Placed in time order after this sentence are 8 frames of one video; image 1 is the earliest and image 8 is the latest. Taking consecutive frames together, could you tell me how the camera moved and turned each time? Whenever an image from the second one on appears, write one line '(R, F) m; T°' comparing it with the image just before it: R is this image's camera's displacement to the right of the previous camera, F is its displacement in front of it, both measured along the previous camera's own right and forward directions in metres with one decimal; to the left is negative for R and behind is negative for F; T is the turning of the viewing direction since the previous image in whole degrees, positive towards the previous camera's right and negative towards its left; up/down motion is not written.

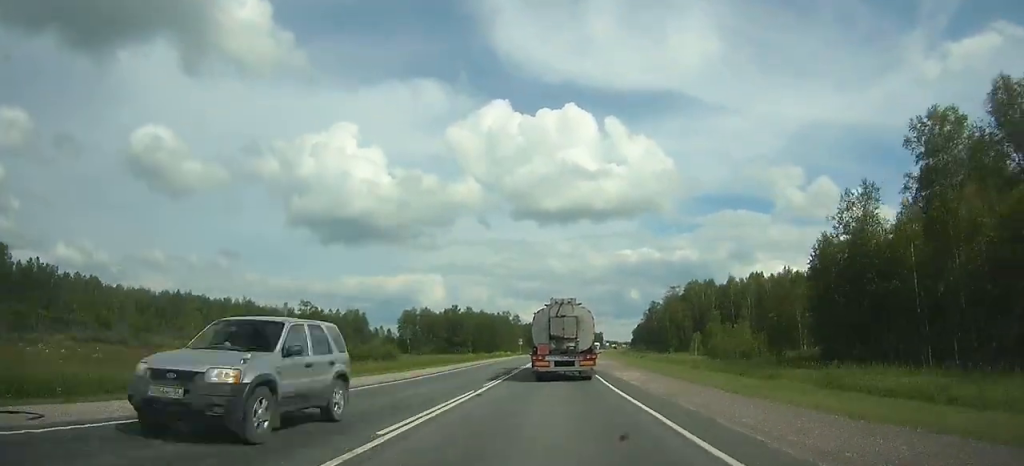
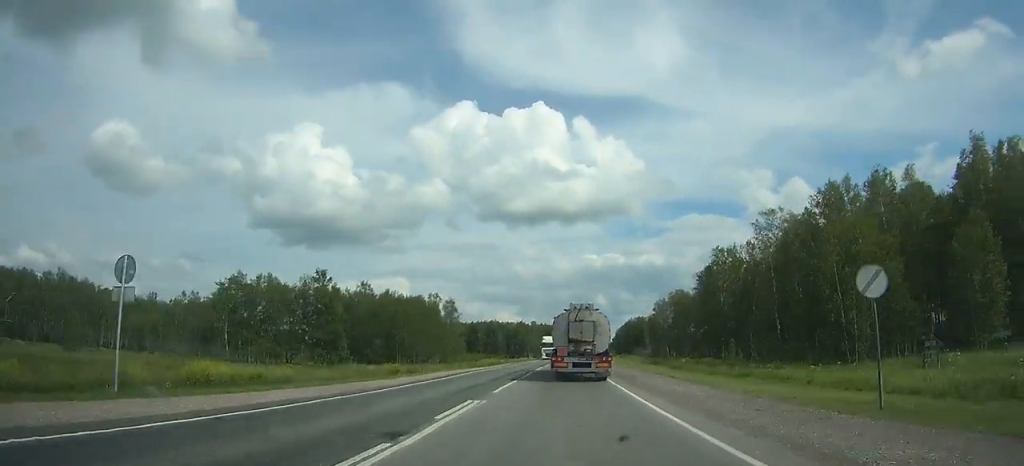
(+3.8, +109.4) m; +3°
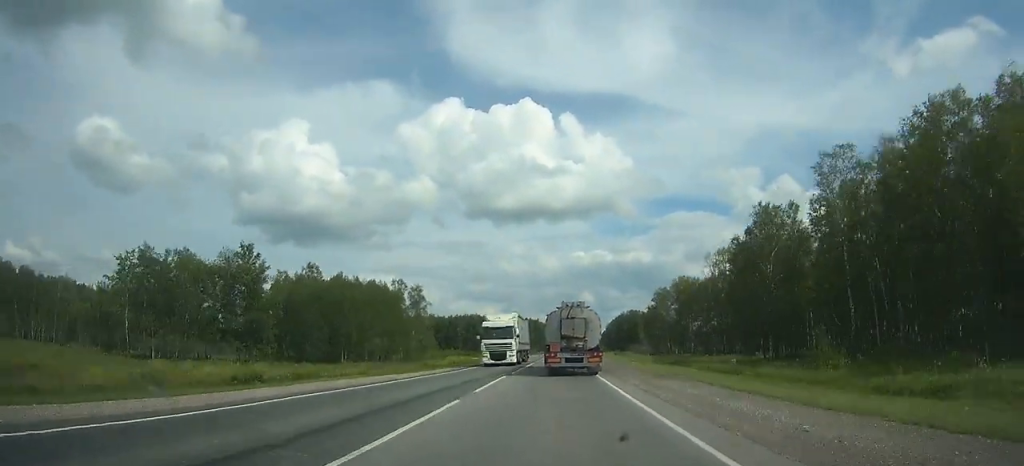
(0.0, +25.4) m; 0°
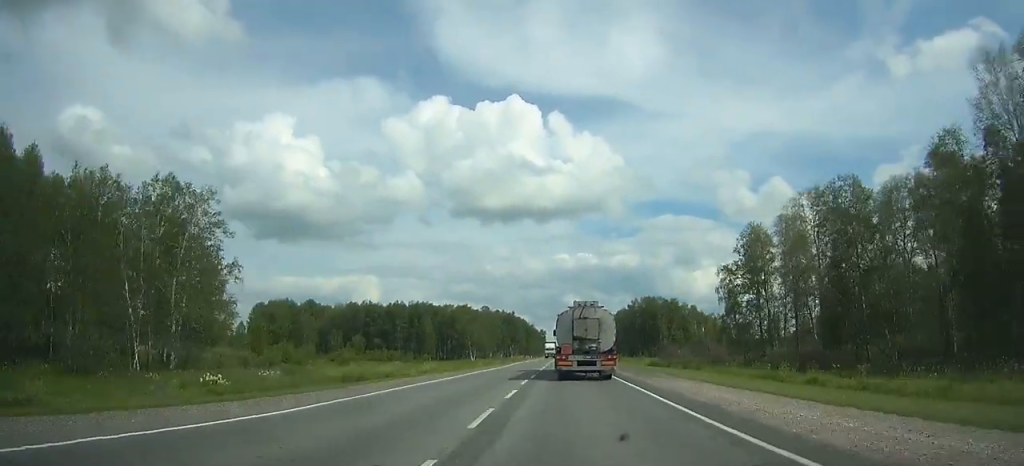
(+0.9, +88.1) m; +2°
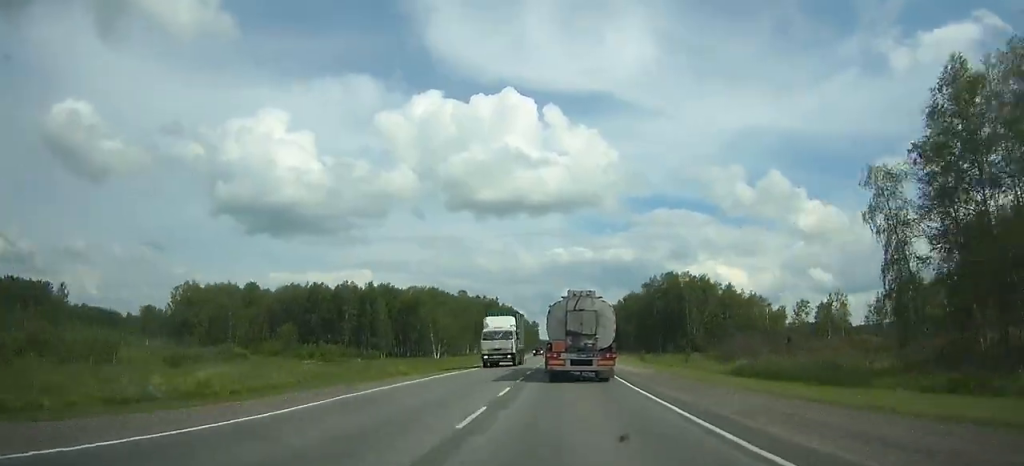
(+0.8, +45.1) m; +1°
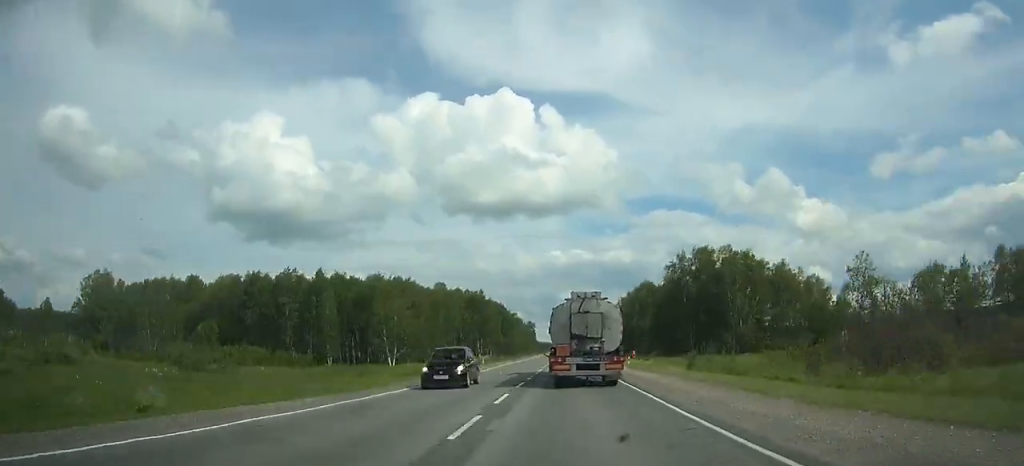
(+0.2, +34.9) m; 0°
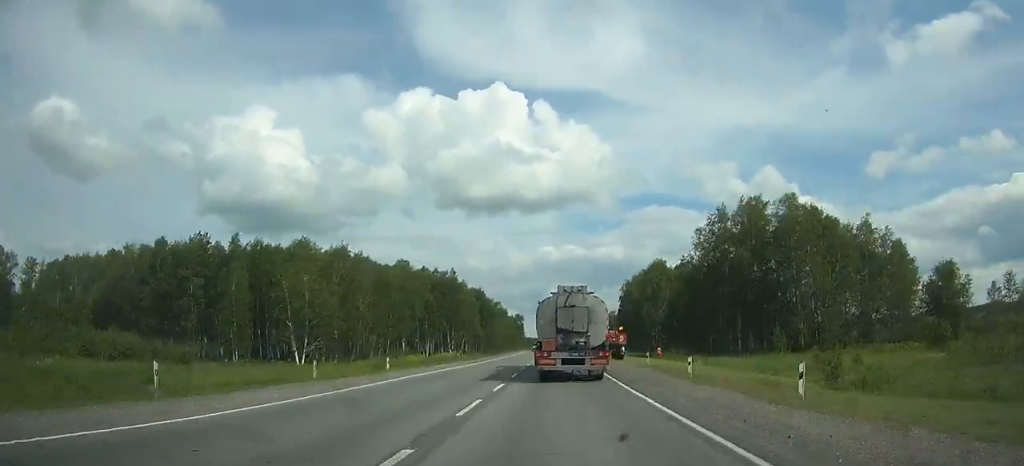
(0.0, +32.9) m; 0°
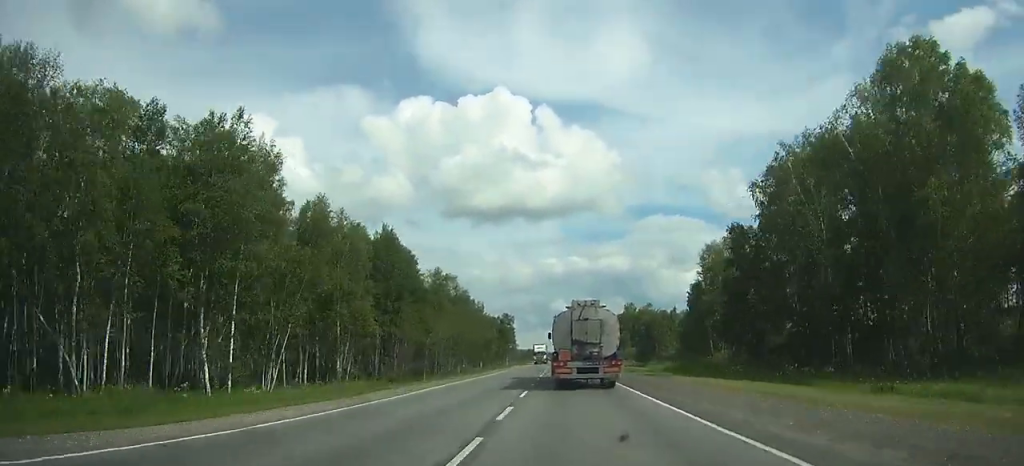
(-0.2, +99.2) m; 0°
